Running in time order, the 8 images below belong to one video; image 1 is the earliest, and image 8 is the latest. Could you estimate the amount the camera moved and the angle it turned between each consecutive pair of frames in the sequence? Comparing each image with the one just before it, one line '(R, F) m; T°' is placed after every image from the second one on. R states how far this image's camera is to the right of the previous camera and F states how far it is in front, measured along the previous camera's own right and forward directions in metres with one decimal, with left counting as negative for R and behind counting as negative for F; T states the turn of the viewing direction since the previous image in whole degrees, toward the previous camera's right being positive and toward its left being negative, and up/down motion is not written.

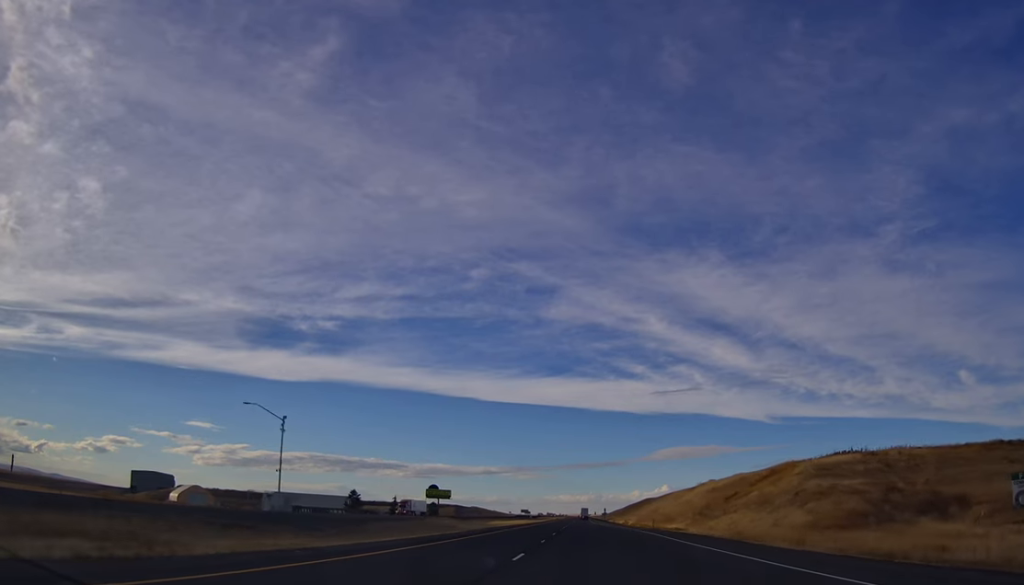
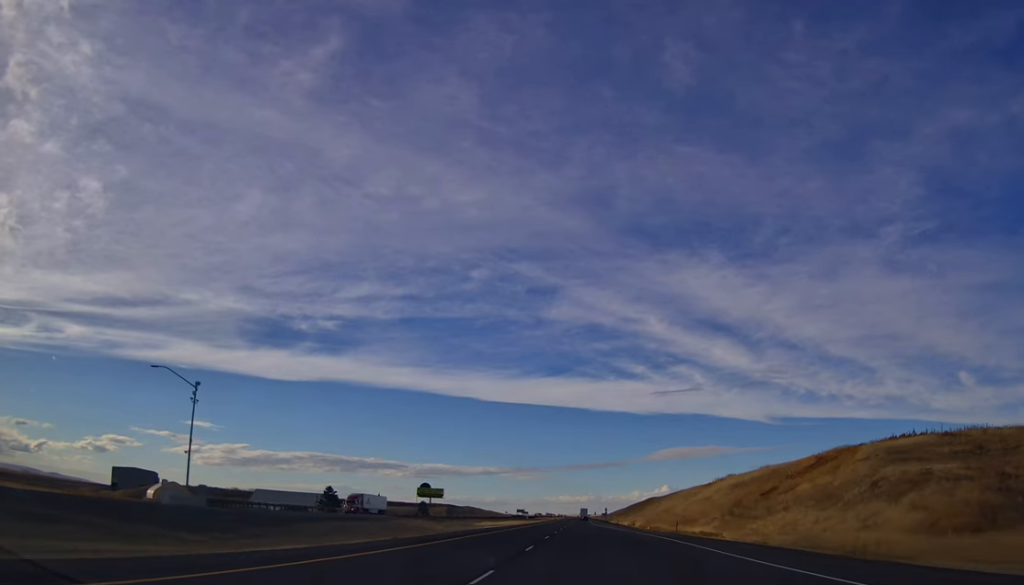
(+0.1, +19.1) m; +1°
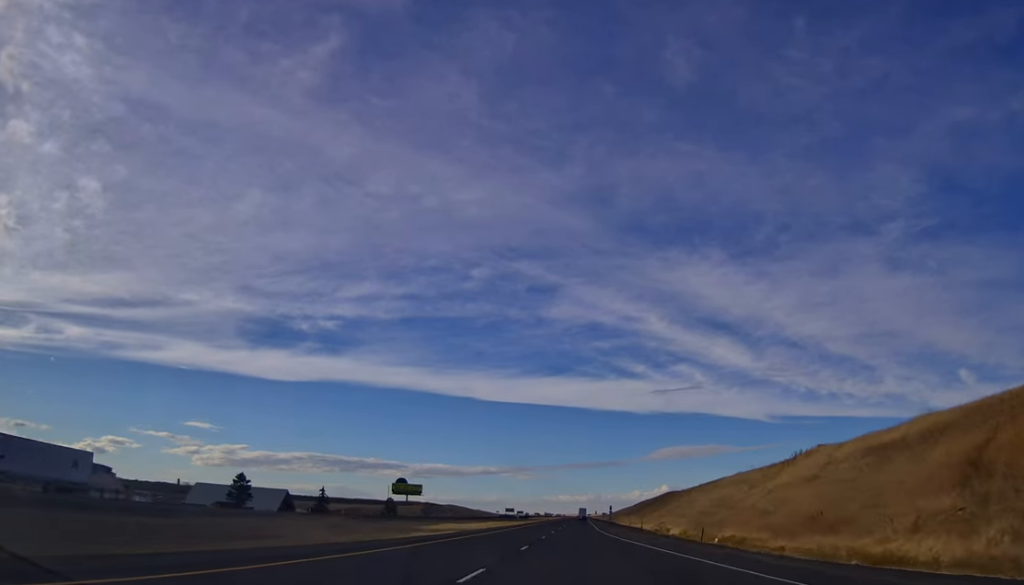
(+0.7, +48.9) m; 0°
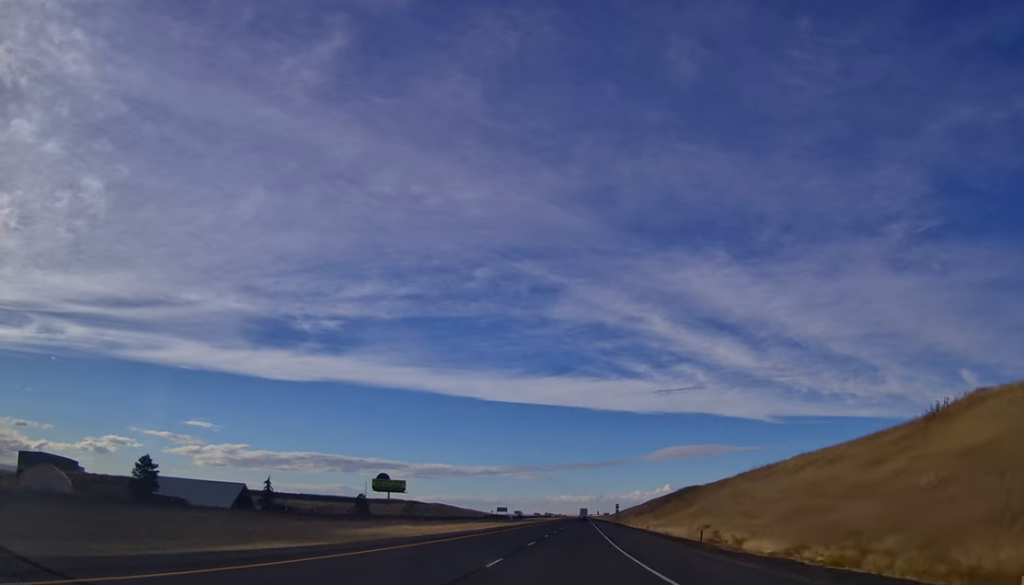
(-0.8, +33.0) m; -1°
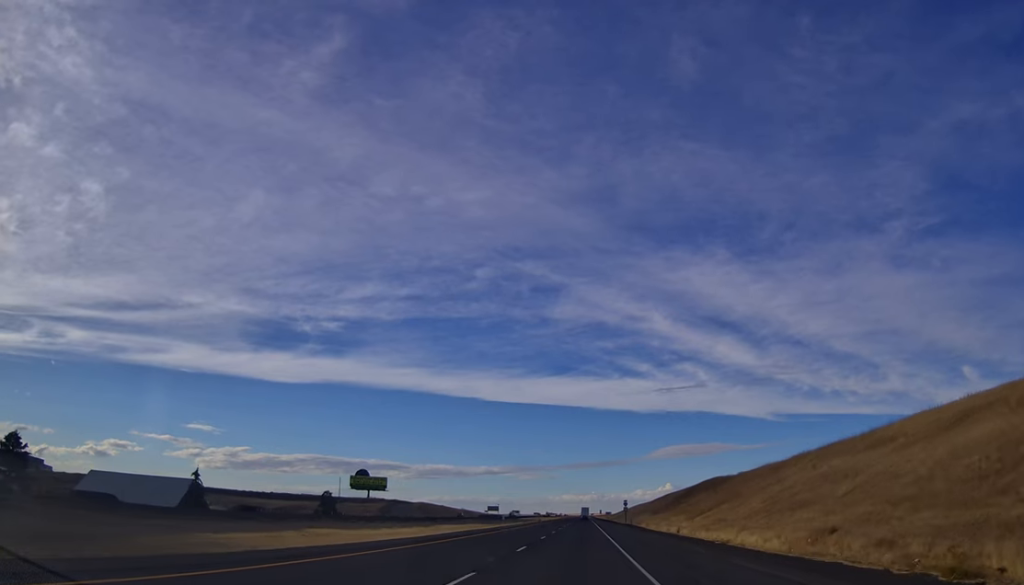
(+0.1, +29.7) m; 0°
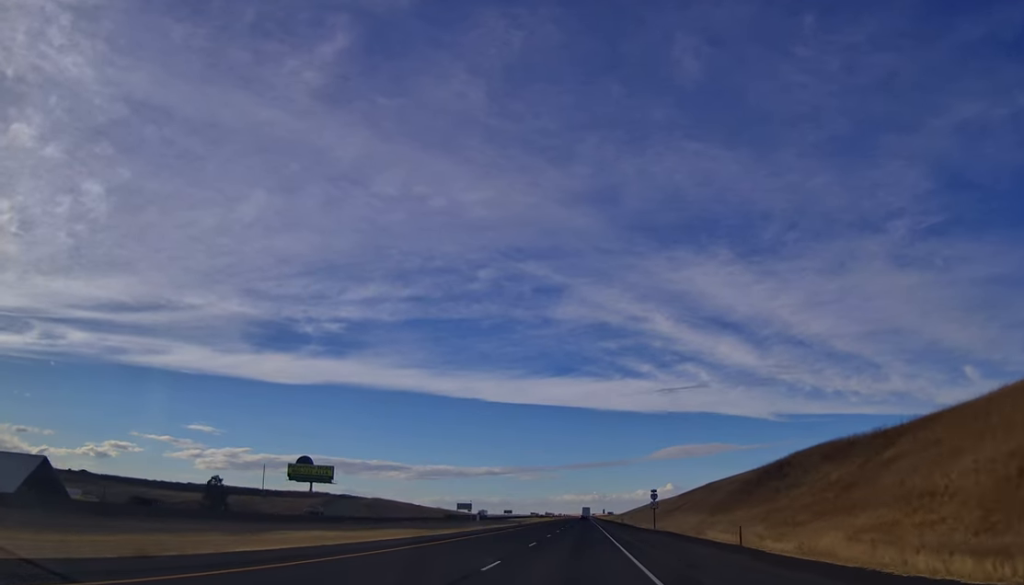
(+0.6, +58.0) m; +1°
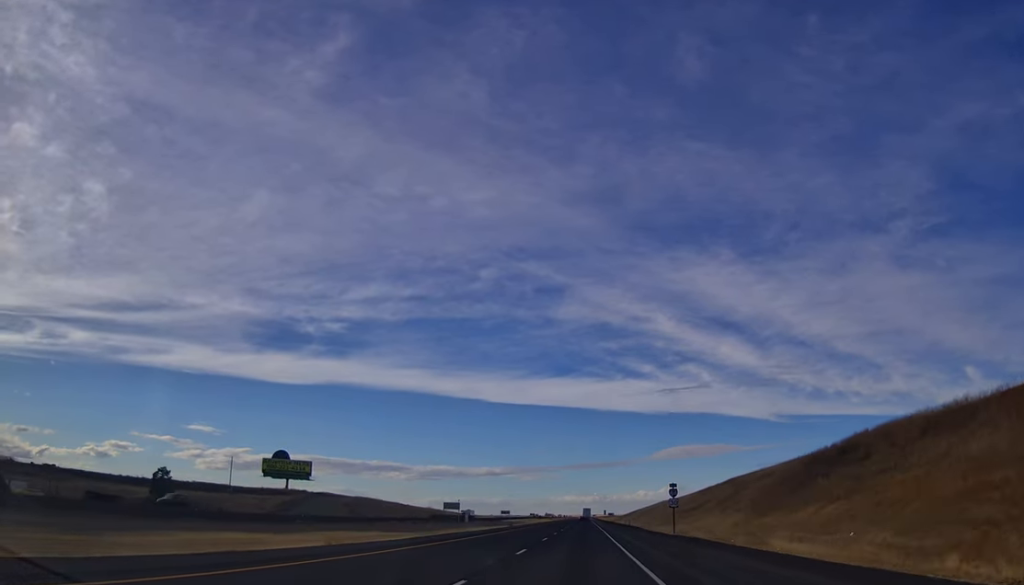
(0.0, +17.9) m; 0°
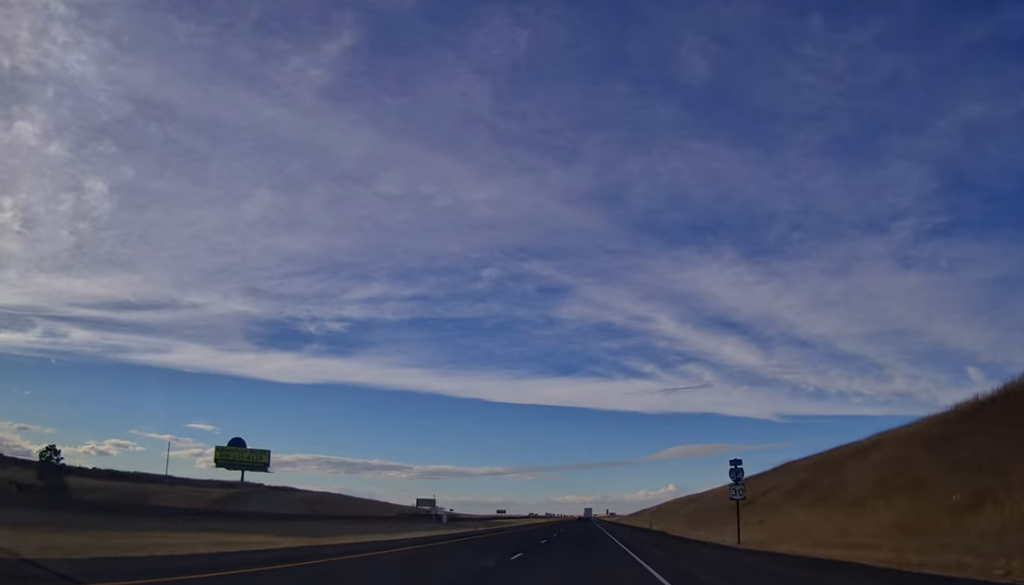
(+0.1, +27.3) m; -1°
